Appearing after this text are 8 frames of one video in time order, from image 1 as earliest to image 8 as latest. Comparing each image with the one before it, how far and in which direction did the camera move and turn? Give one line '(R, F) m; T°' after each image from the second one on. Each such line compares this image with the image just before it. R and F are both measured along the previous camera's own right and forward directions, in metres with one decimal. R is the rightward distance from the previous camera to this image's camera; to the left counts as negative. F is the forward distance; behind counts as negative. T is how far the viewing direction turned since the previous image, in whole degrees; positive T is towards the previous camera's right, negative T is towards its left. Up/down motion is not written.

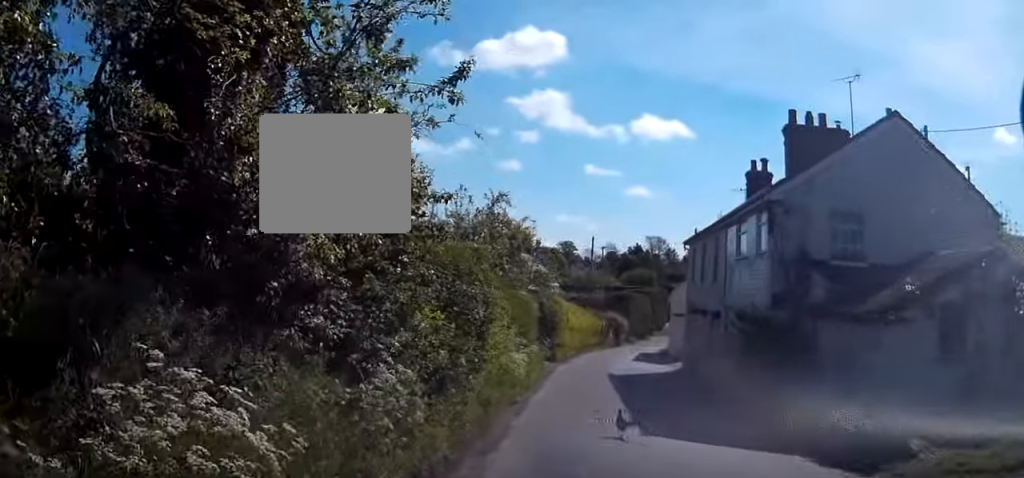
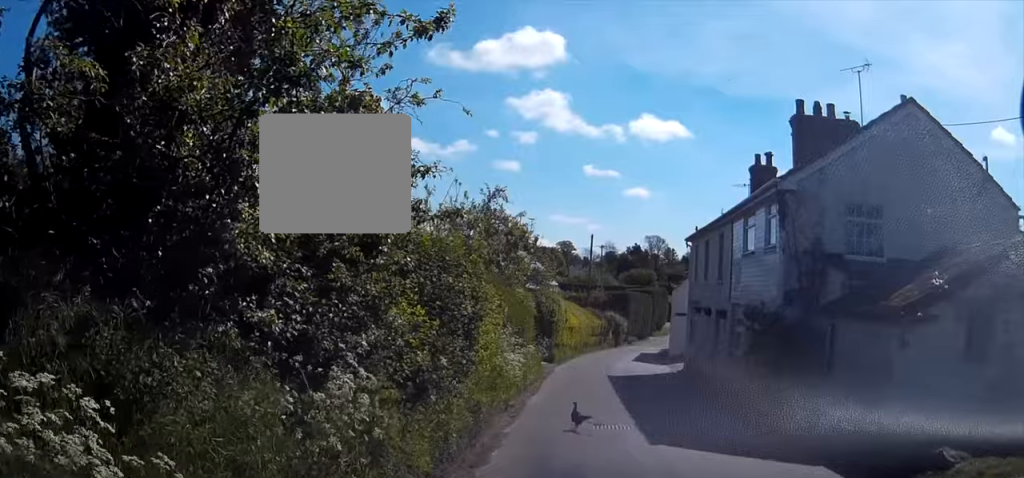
(+0.1, +1.0) m; -1°
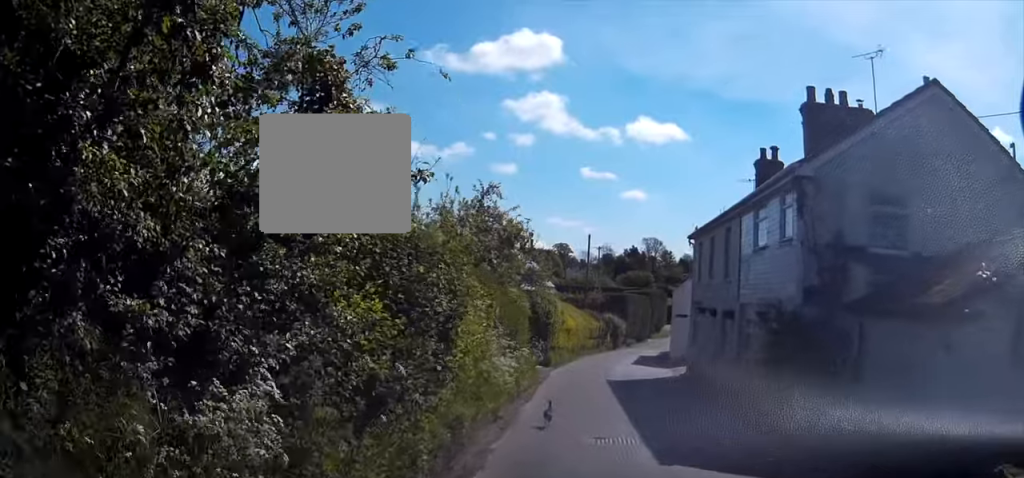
(0.0, +1.6) m; 0°
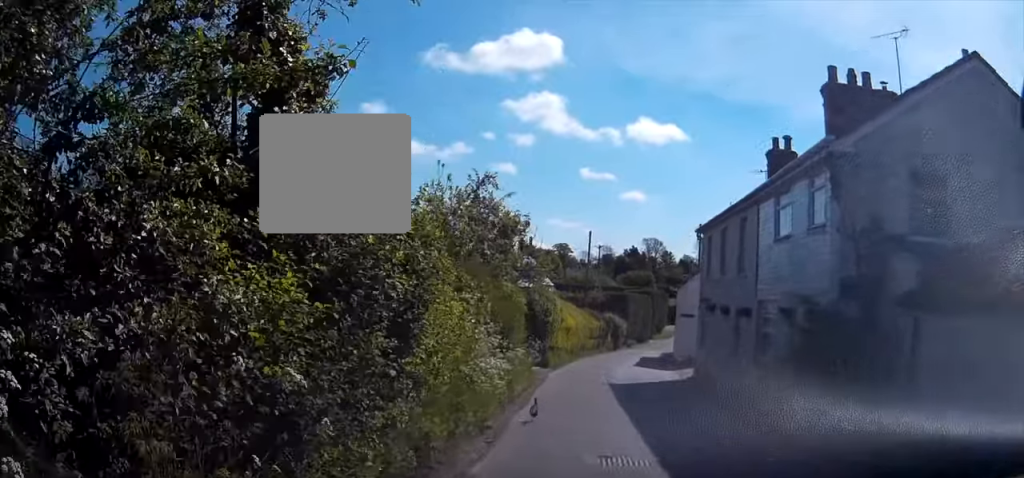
(-0.1, +1.8) m; +1°
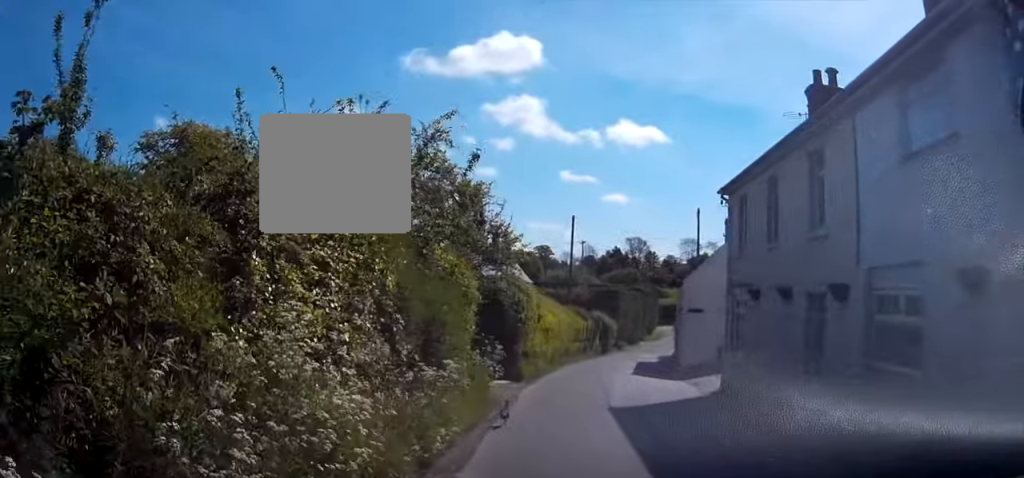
(+0.7, +6.7) m; +9°
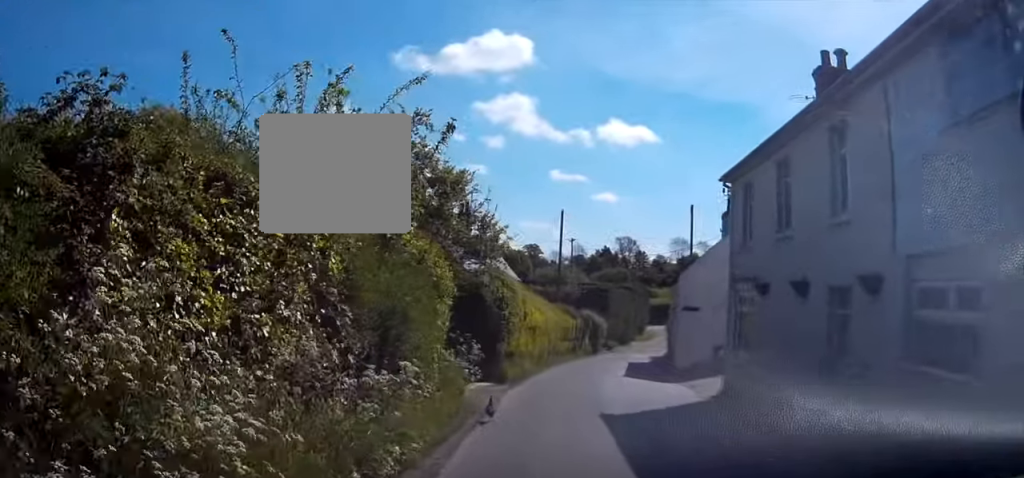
(0.0, +1.5) m; +1°
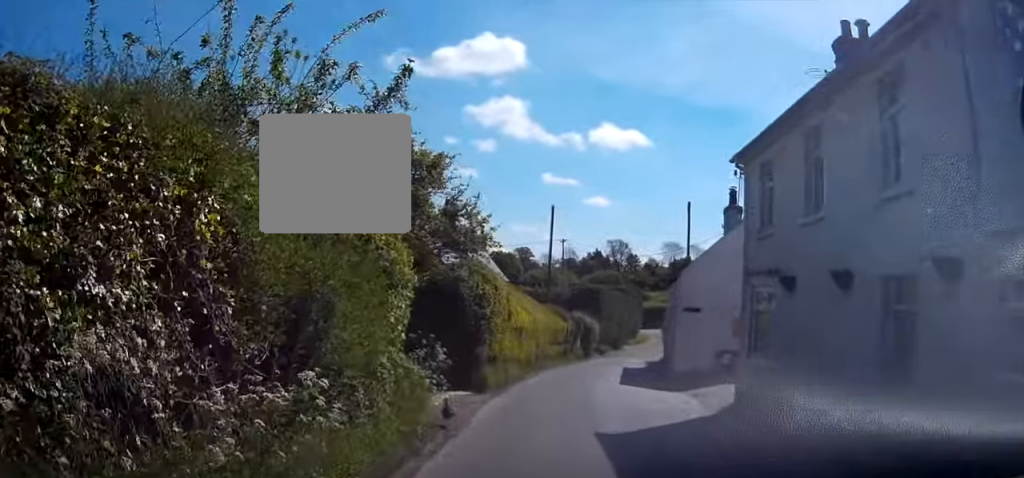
(0.0, +2.1) m; 0°
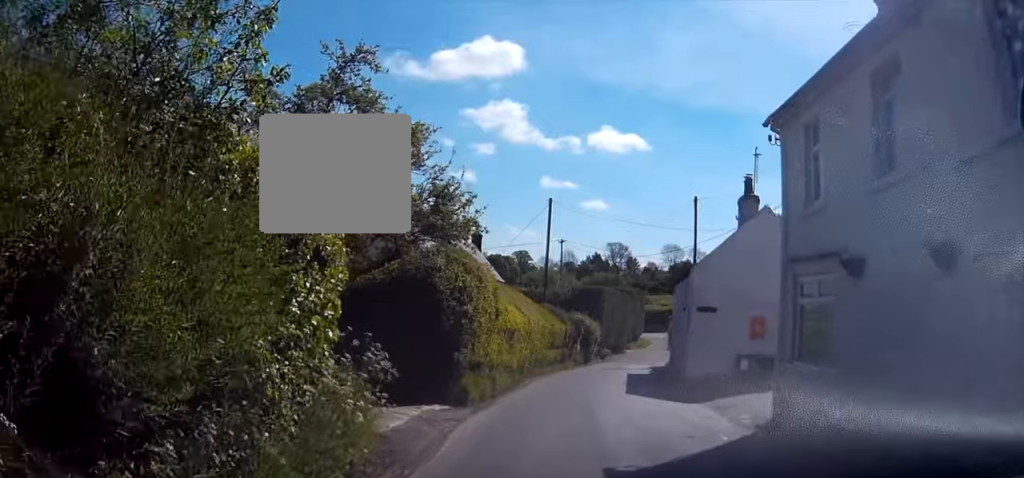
(0.0, +2.6) m; -1°
